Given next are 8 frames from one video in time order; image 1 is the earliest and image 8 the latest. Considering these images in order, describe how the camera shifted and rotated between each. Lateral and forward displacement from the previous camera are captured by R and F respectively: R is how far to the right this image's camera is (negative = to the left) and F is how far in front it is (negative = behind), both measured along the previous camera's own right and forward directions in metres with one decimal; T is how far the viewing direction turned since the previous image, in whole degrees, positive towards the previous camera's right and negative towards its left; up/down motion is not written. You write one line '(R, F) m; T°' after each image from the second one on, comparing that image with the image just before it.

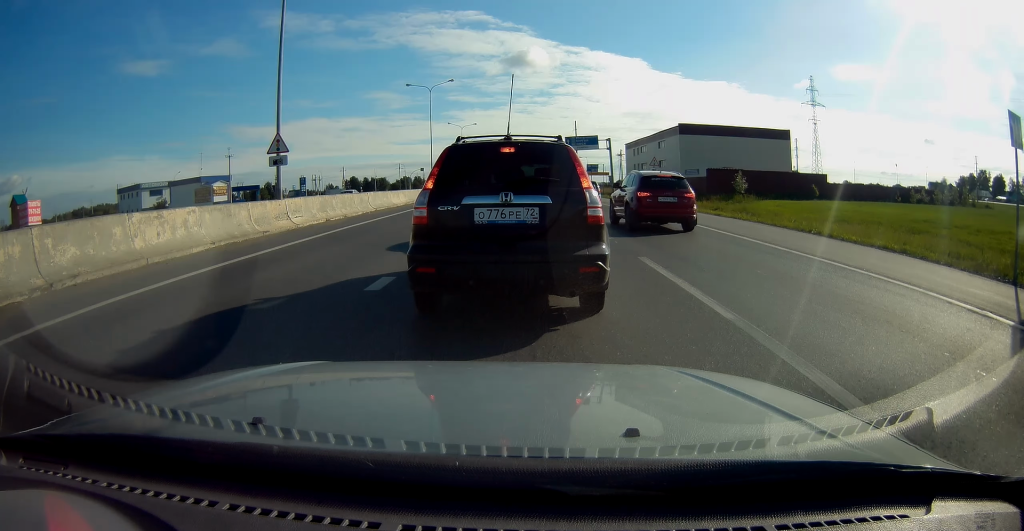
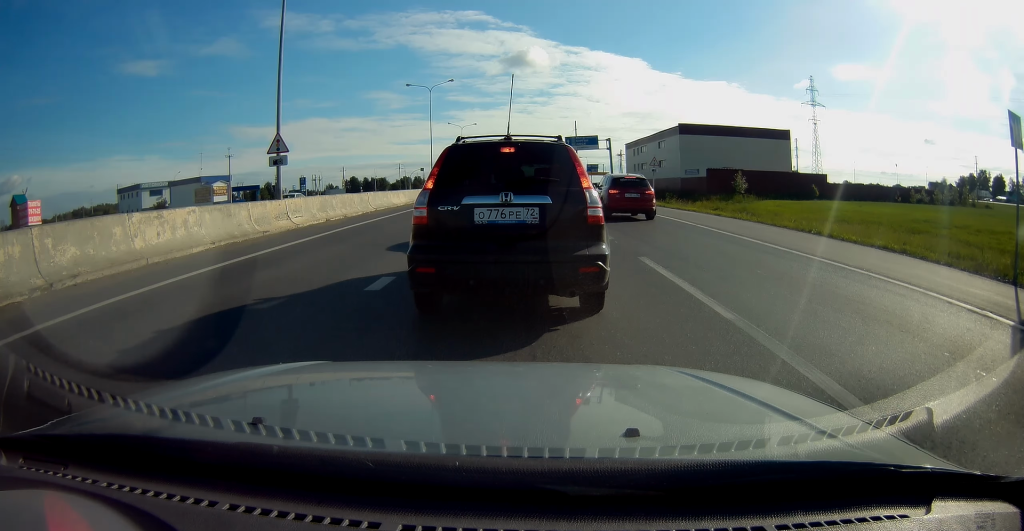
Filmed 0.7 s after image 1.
(0.0, 0.0) m; 0°
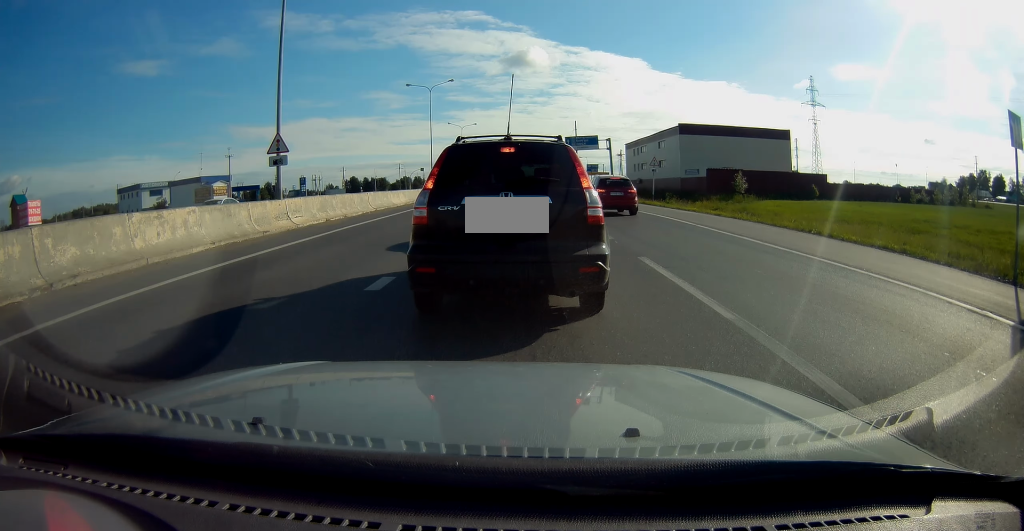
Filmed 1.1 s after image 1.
(0.0, 0.0) m; 0°
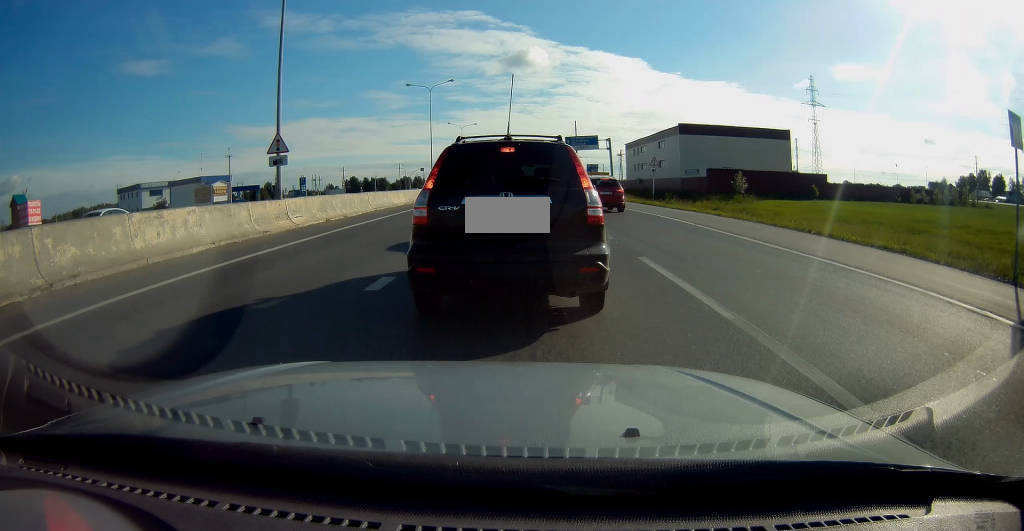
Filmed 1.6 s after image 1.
(0.0, 0.0) m; 0°
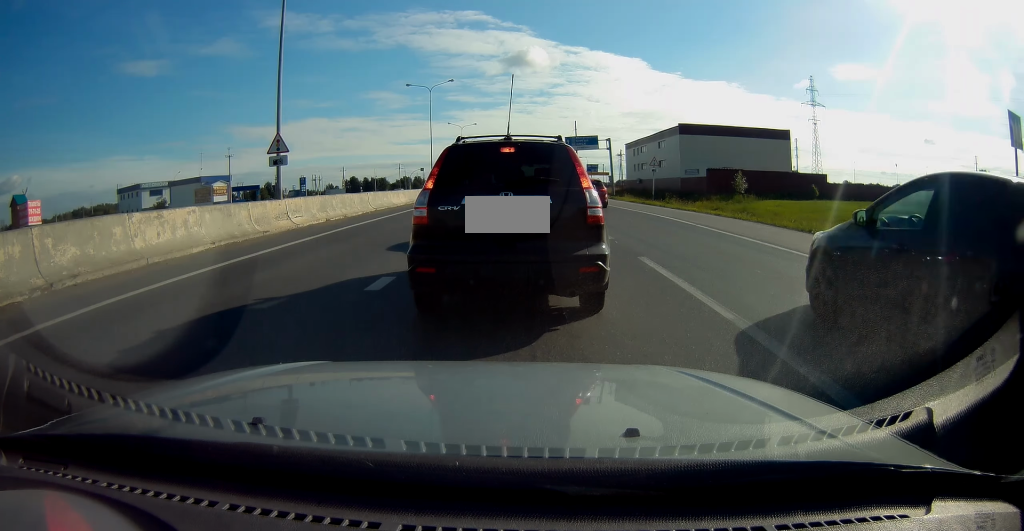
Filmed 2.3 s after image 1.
(0.0, 0.0) m; 0°
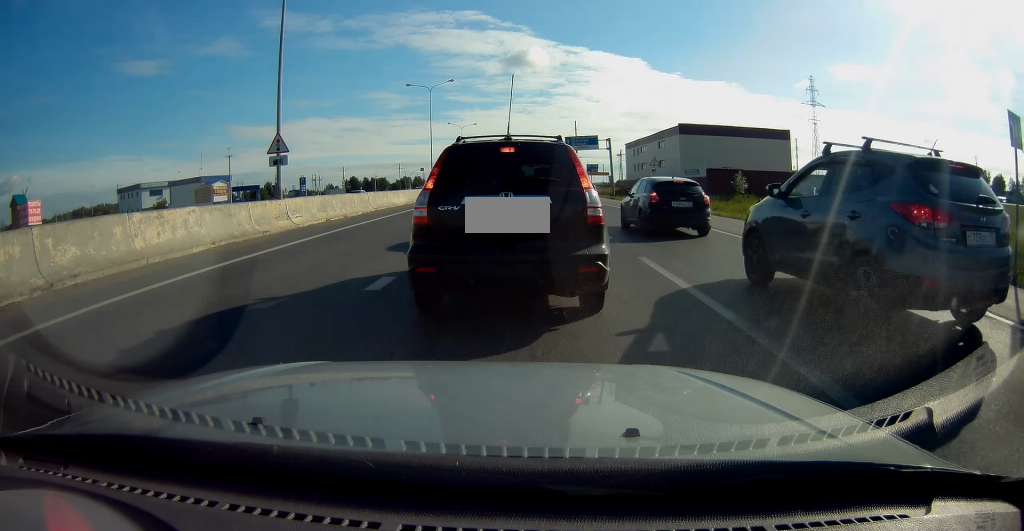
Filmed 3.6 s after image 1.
(0.0, 0.0) m; 0°
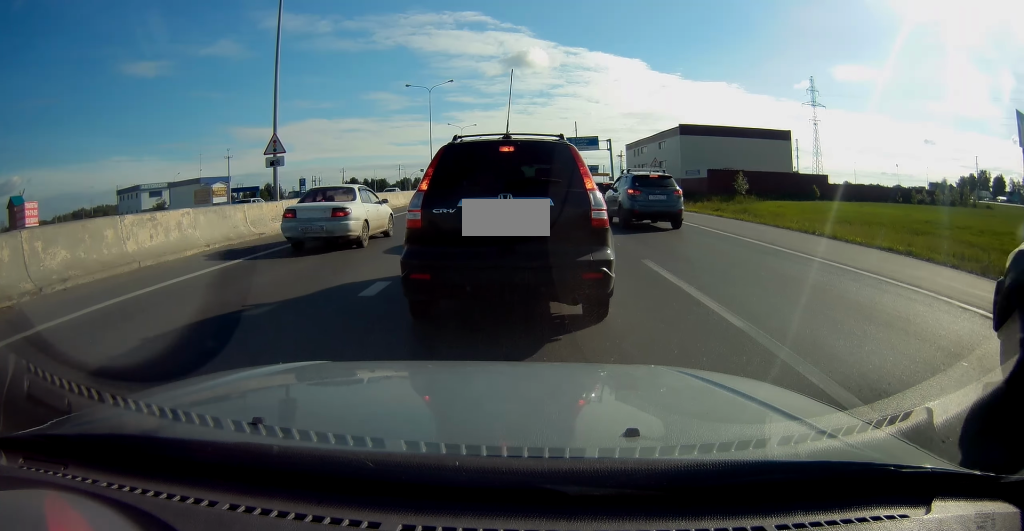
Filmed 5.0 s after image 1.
(-0.1, +0.2) m; 0°
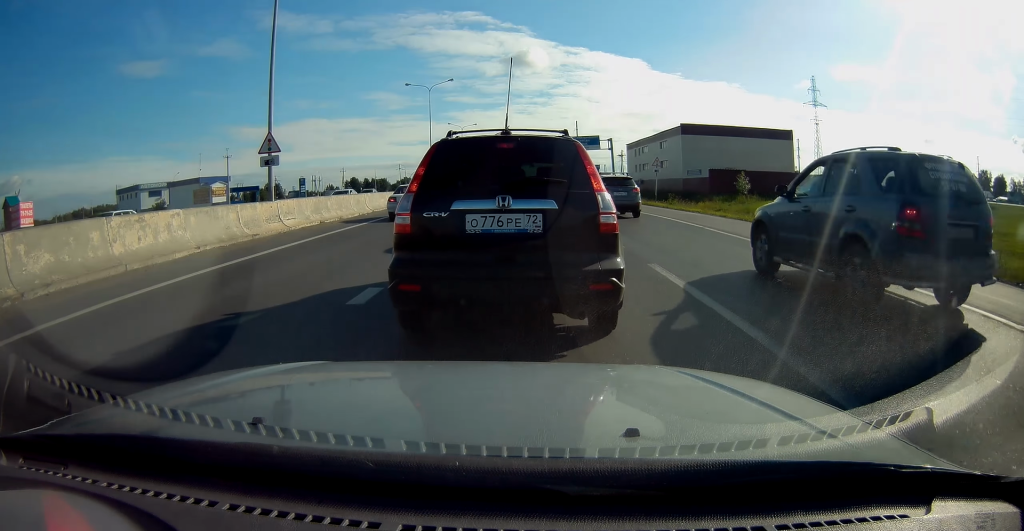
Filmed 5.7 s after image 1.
(0.0, 0.0) m; 0°
